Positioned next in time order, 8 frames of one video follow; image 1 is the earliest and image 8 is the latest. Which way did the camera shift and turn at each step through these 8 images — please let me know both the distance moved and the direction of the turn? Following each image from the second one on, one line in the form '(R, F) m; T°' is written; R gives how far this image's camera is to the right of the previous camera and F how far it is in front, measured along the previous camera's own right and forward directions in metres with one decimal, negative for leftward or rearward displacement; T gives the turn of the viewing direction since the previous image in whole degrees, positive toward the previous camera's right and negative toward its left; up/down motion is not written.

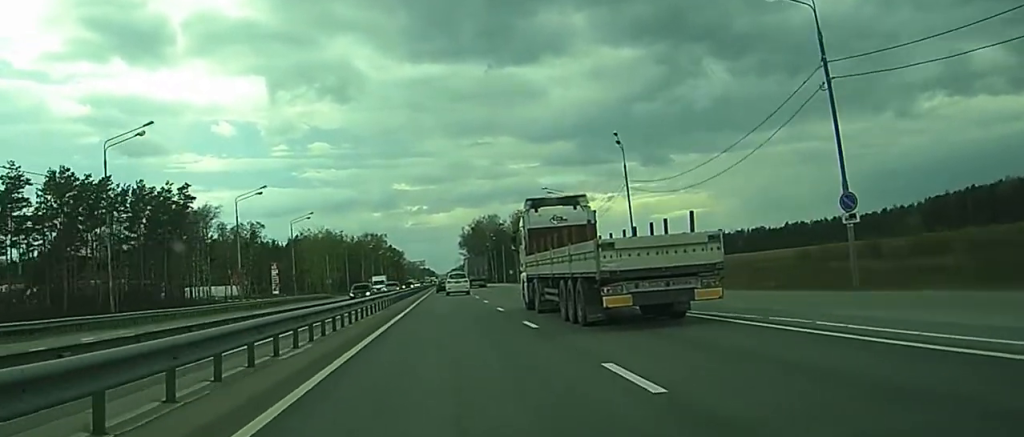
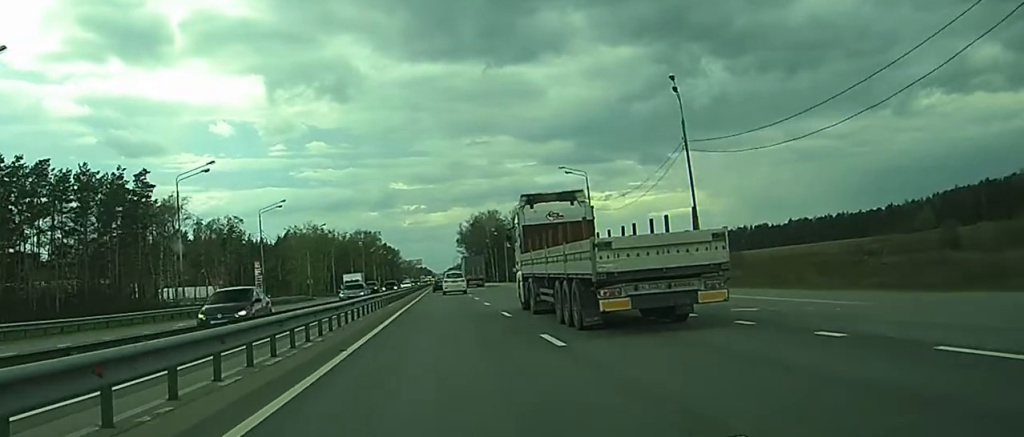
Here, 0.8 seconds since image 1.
(+0.1, +17.5) m; 0°
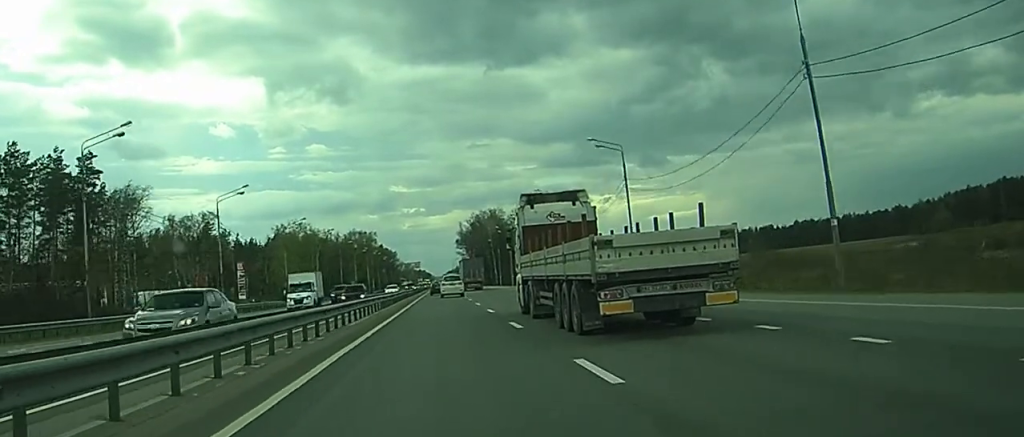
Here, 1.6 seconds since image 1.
(0.0, +17.5) m; 0°
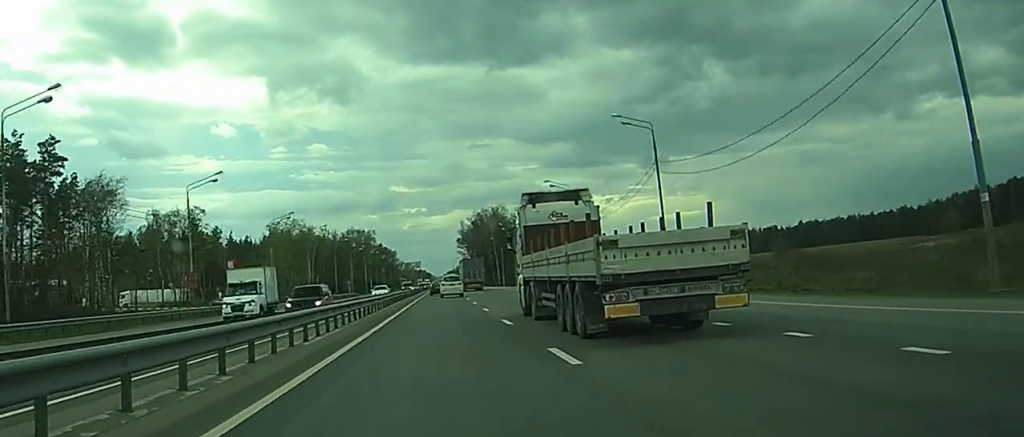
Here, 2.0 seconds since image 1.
(0.0, +9.5) m; 0°
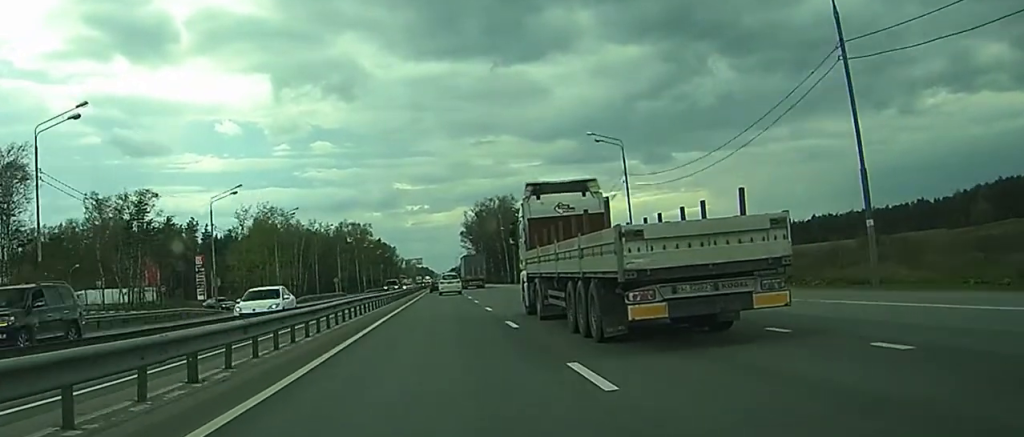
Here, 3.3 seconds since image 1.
(-0.1, +26.9) m; -1°
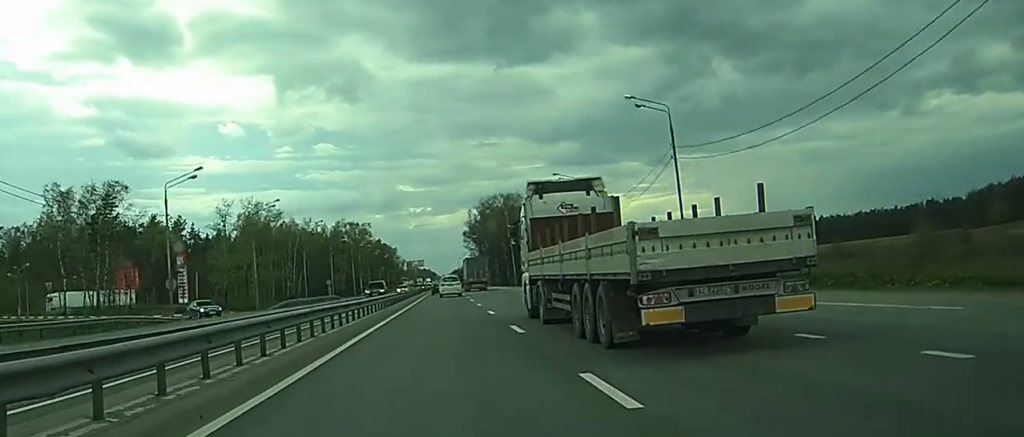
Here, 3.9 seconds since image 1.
(-0.2, +13.0) m; 0°
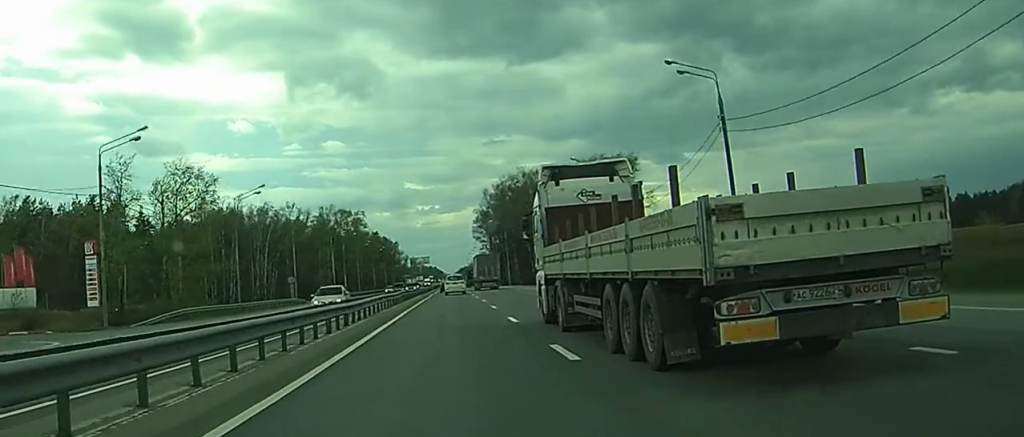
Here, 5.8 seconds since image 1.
(+0.1, +42.4) m; 0°
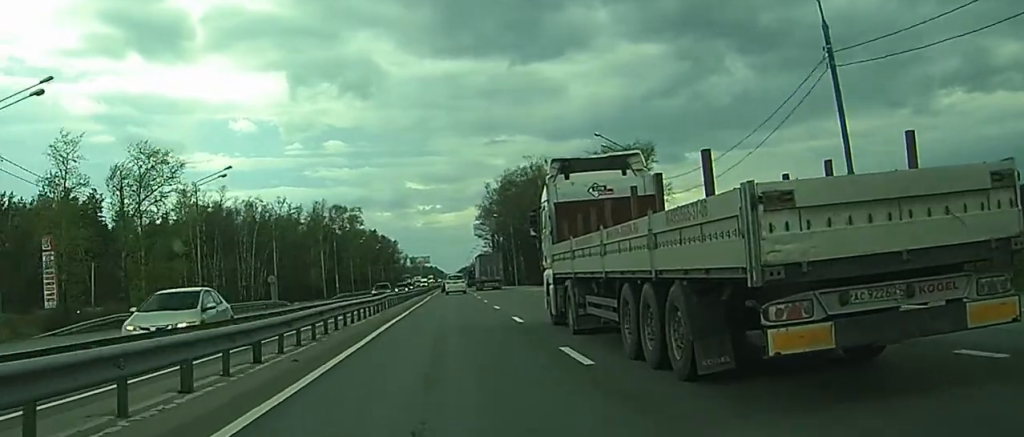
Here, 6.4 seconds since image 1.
(0.0, +12.6) m; 0°
